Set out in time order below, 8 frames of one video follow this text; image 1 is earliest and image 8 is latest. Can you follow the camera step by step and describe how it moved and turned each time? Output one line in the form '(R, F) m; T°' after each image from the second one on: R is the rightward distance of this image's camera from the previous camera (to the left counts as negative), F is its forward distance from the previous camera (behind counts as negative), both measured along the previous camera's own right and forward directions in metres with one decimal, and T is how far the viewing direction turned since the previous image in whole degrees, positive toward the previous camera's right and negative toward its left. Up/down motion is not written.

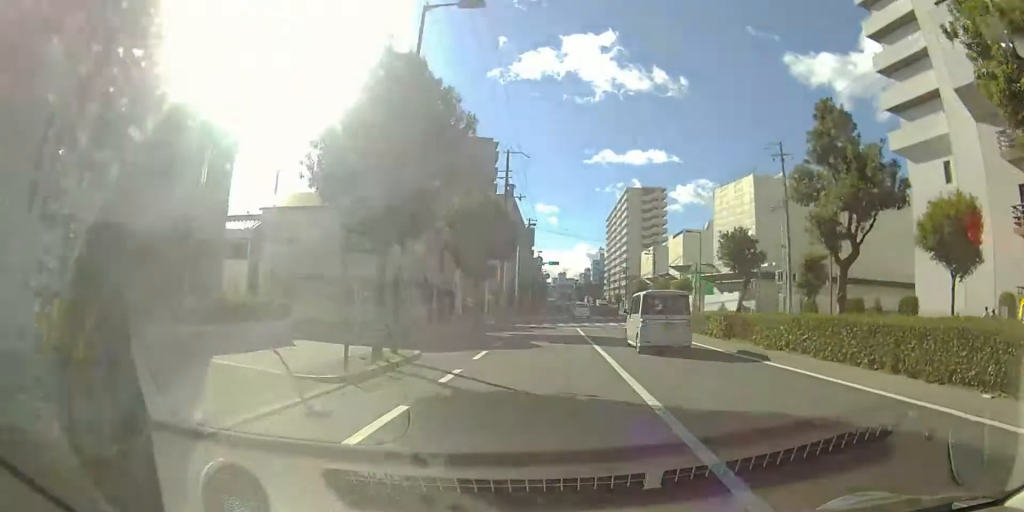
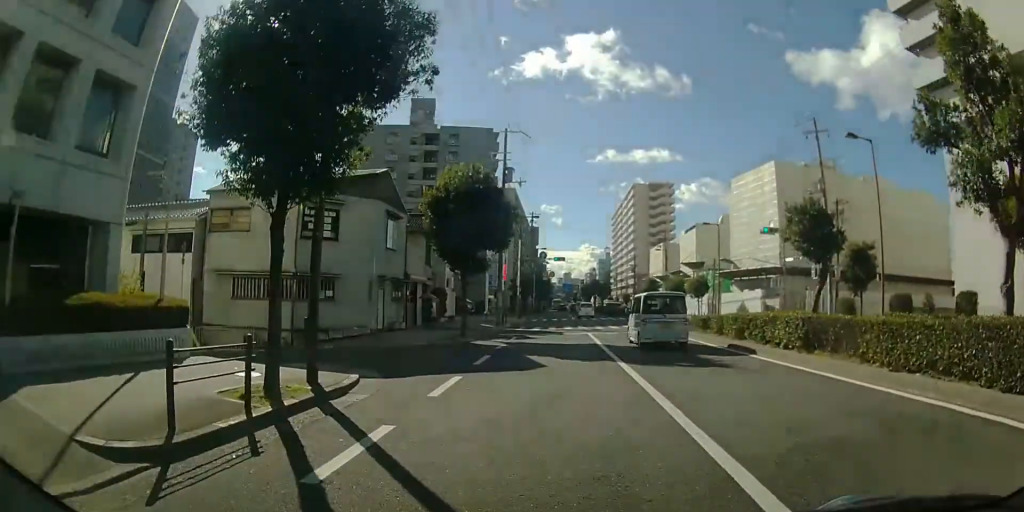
(0.0, +5.4) m; 0°
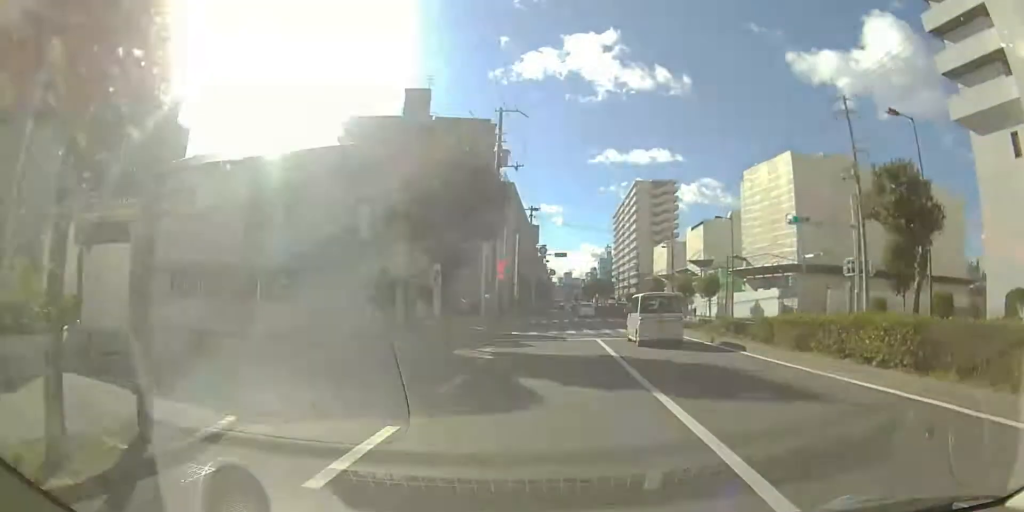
(0.0, +4.4) m; 0°
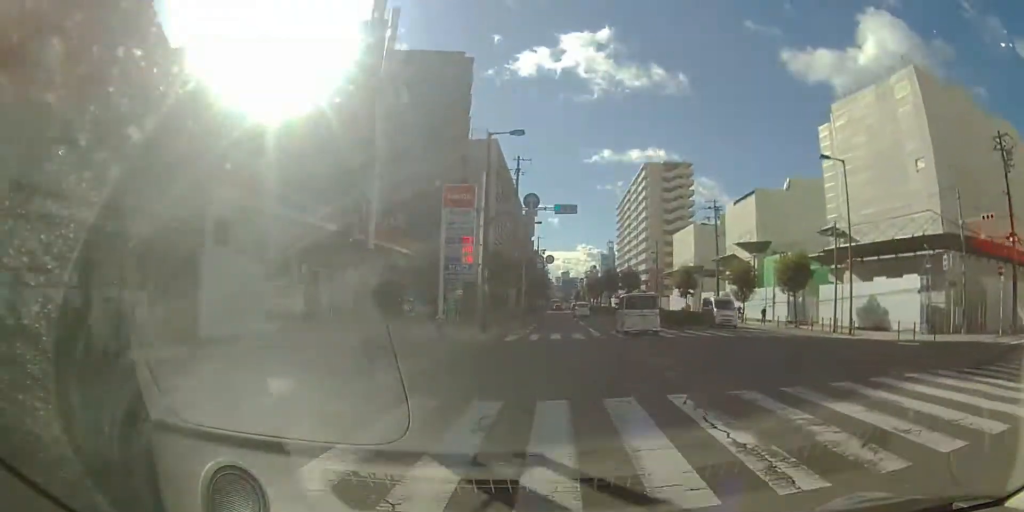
(+0.3, +22.4) m; +1°
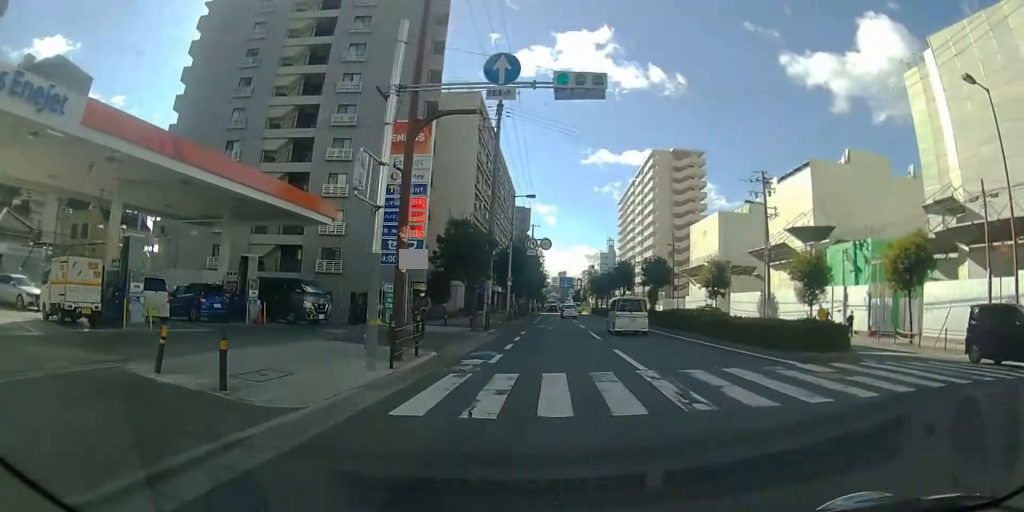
(-0.2, +14.0) m; +1°
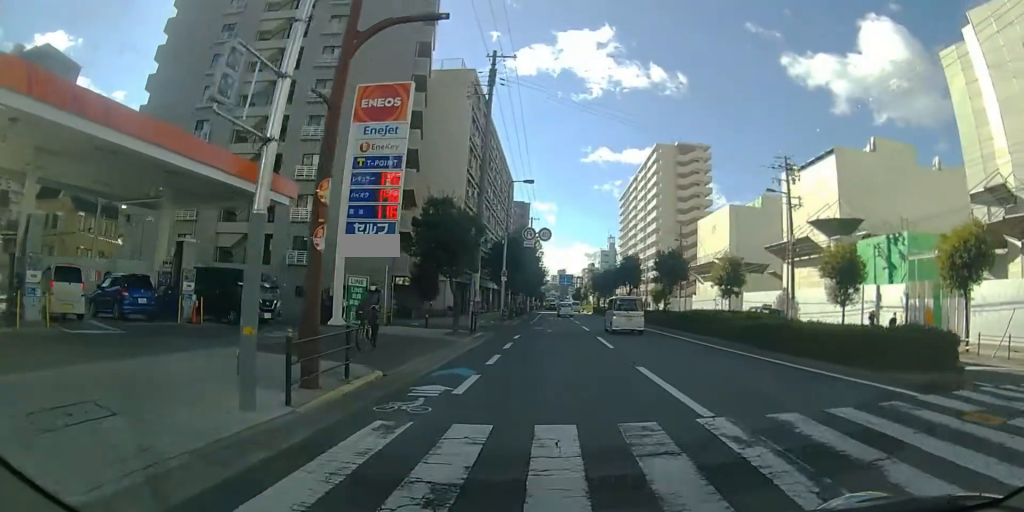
(0.0, +4.7) m; 0°
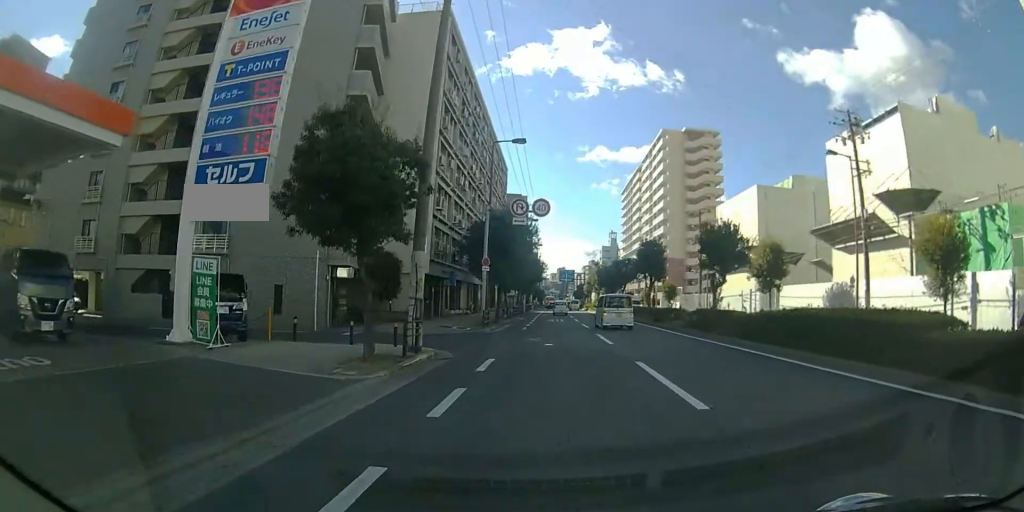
(+0.3, +9.9) m; 0°
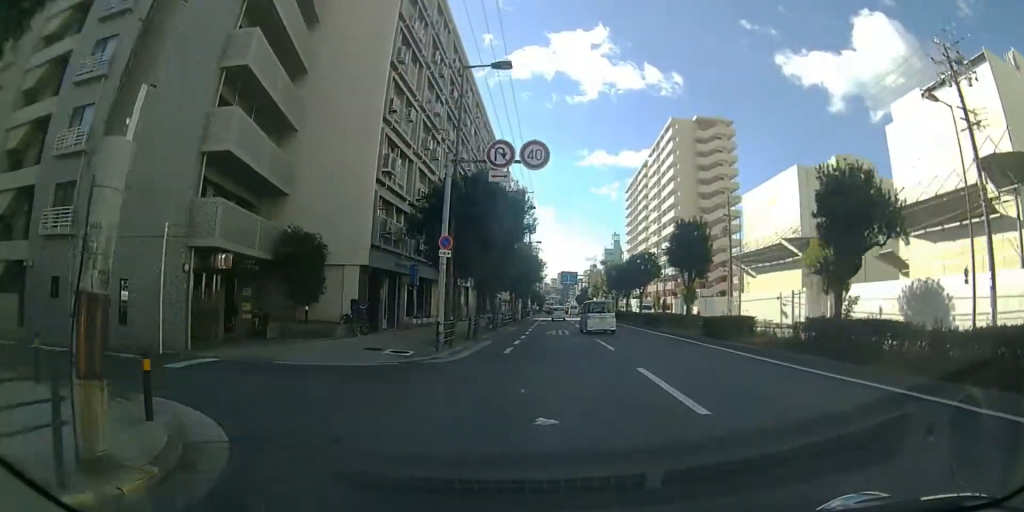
(-0.2, +10.4) m; -4°
